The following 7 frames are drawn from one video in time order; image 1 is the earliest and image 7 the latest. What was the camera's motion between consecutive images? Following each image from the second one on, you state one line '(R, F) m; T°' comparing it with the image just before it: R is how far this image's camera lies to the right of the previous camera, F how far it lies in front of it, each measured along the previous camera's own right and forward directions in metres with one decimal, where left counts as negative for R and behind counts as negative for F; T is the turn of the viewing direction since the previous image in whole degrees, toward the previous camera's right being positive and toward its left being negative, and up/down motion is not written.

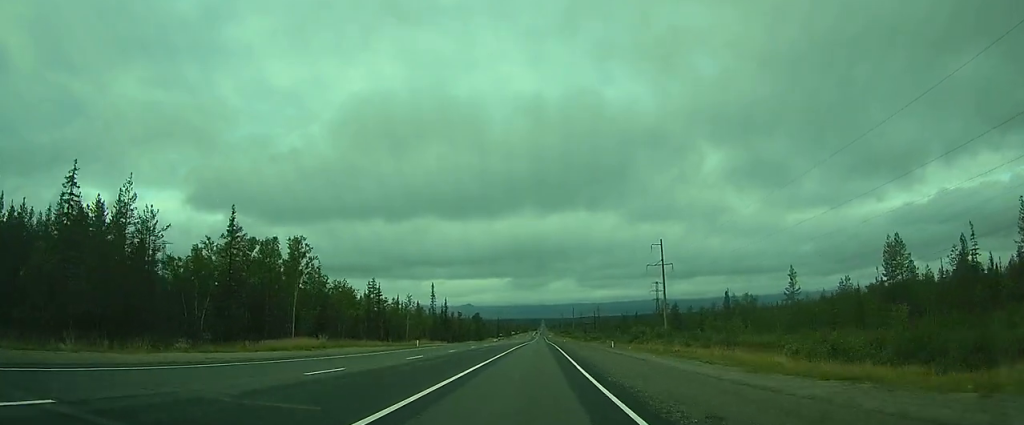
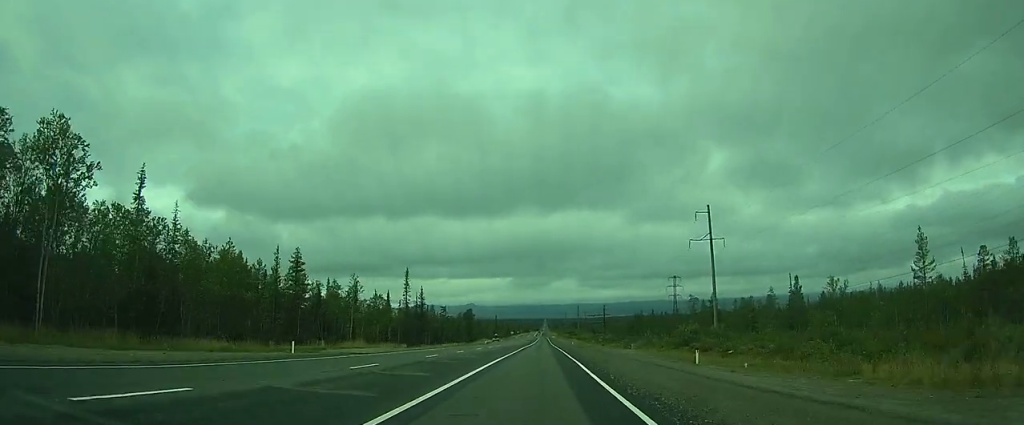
(-0.4, +33.0) m; 0°
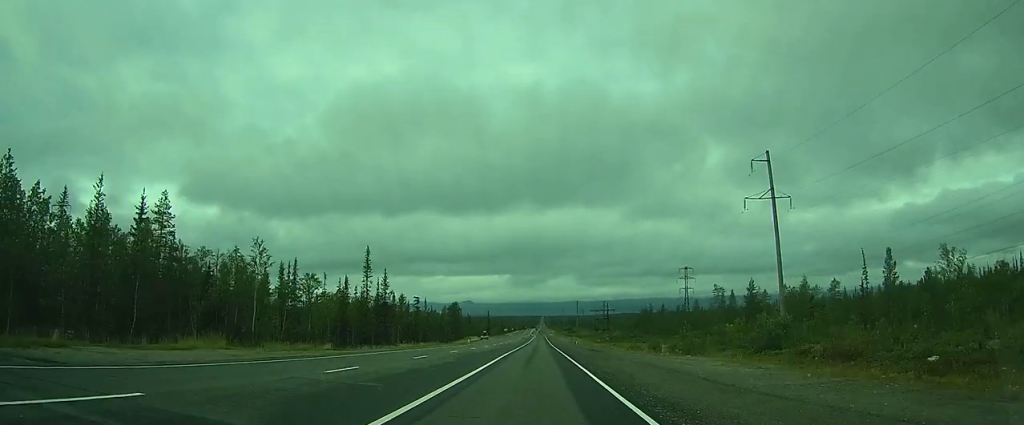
(+0.1, +24.9) m; +1°
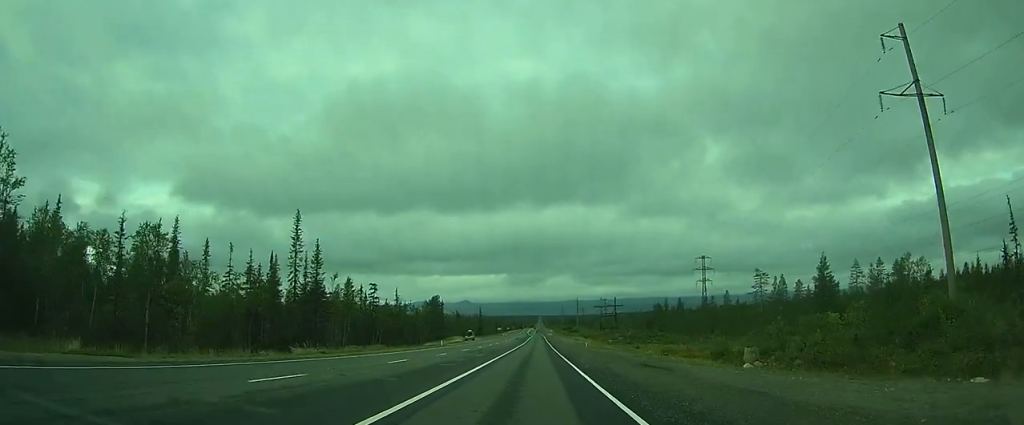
(+0.2, +26.5) m; +1°
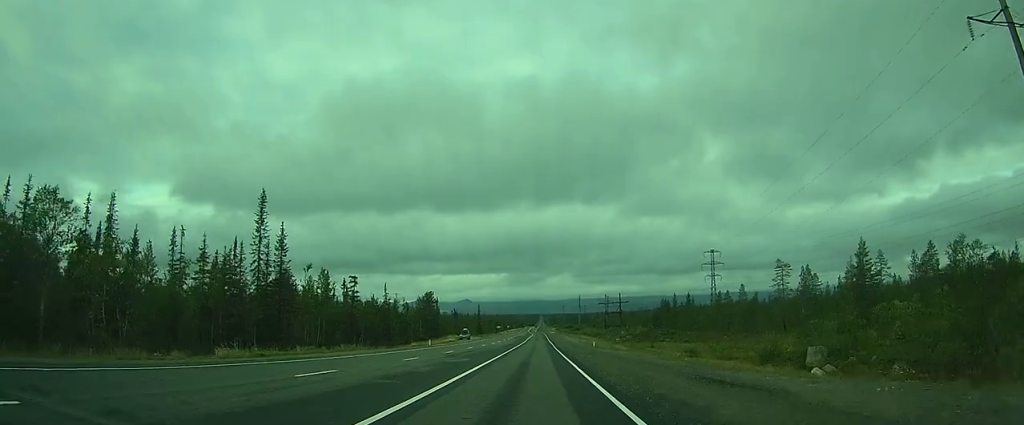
(0.0, +9.0) m; 0°
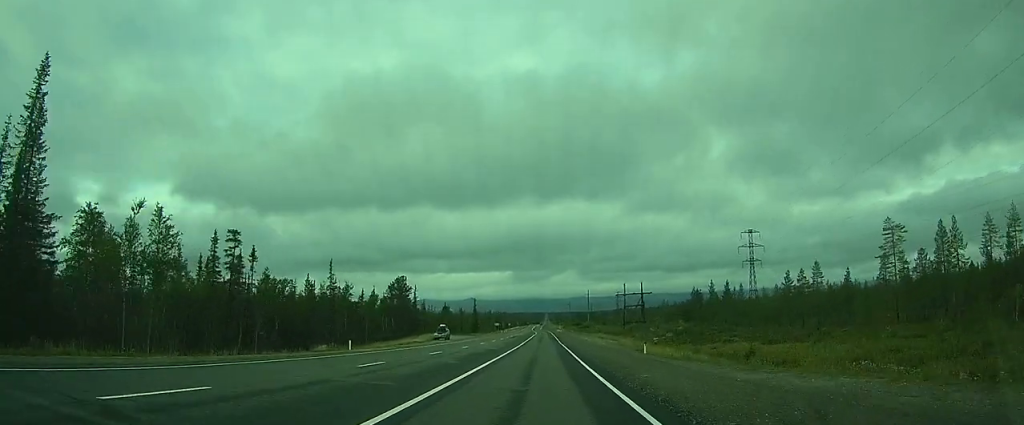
(0.0, +29.7) m; 0°
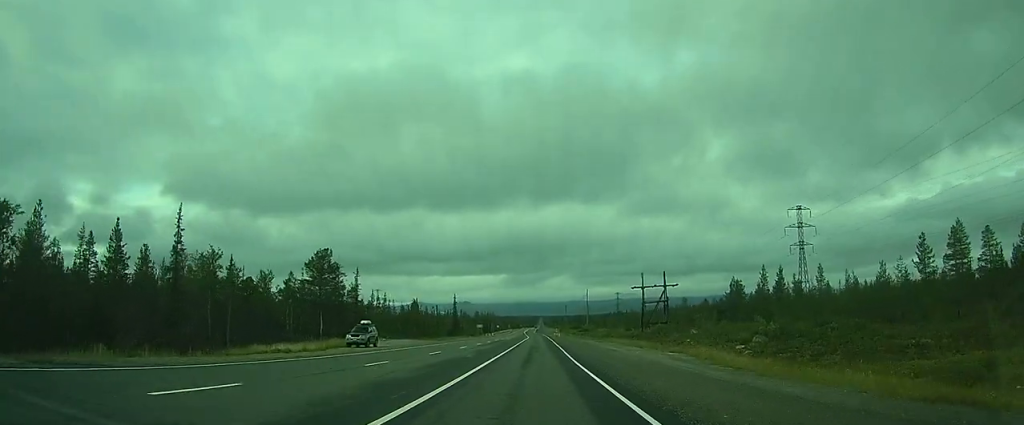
(0.0, +33.0) m; 0°
